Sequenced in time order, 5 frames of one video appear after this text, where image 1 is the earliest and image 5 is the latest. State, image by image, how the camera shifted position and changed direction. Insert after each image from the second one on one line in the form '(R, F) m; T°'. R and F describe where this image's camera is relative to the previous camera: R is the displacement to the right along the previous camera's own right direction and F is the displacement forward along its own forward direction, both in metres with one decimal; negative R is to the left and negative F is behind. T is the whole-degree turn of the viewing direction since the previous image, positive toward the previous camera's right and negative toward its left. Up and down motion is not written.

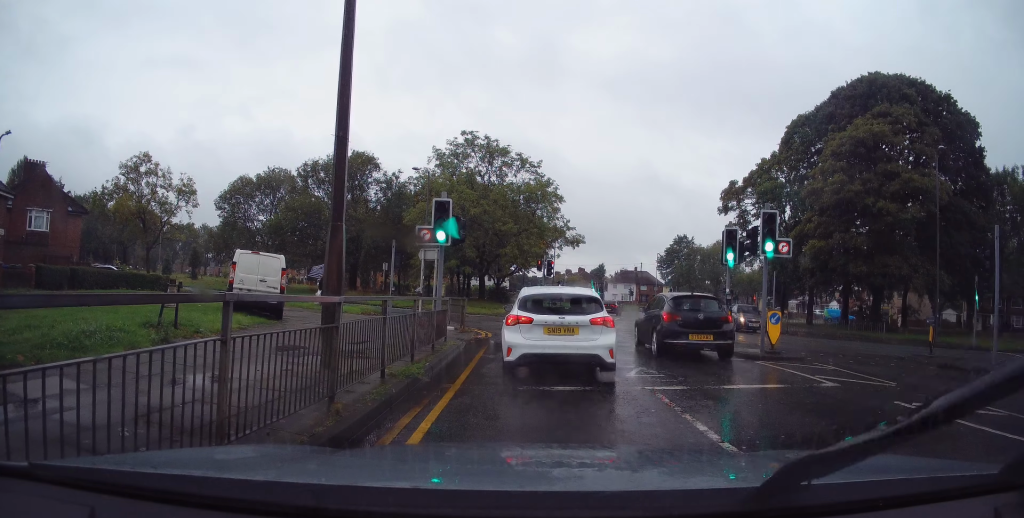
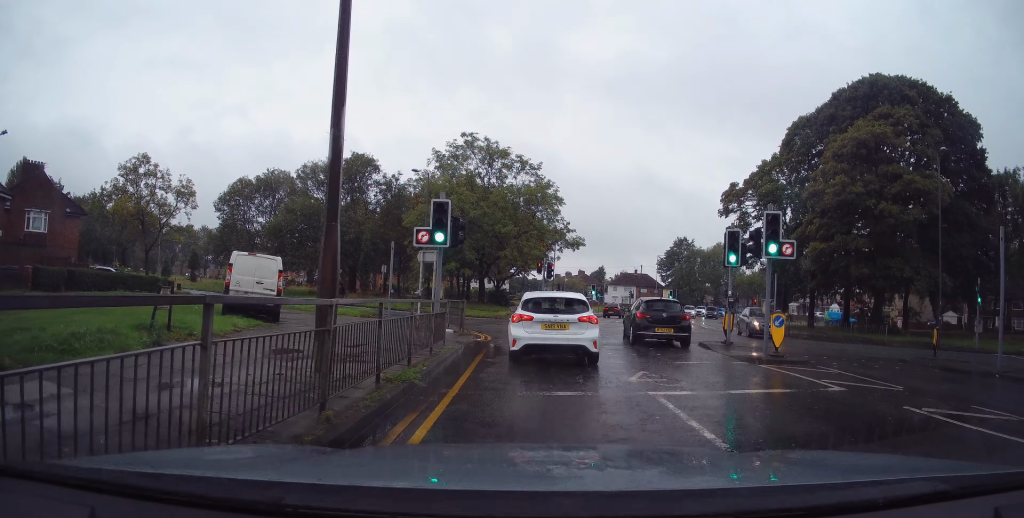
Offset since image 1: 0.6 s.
(0.0, +0.2) m; +3°
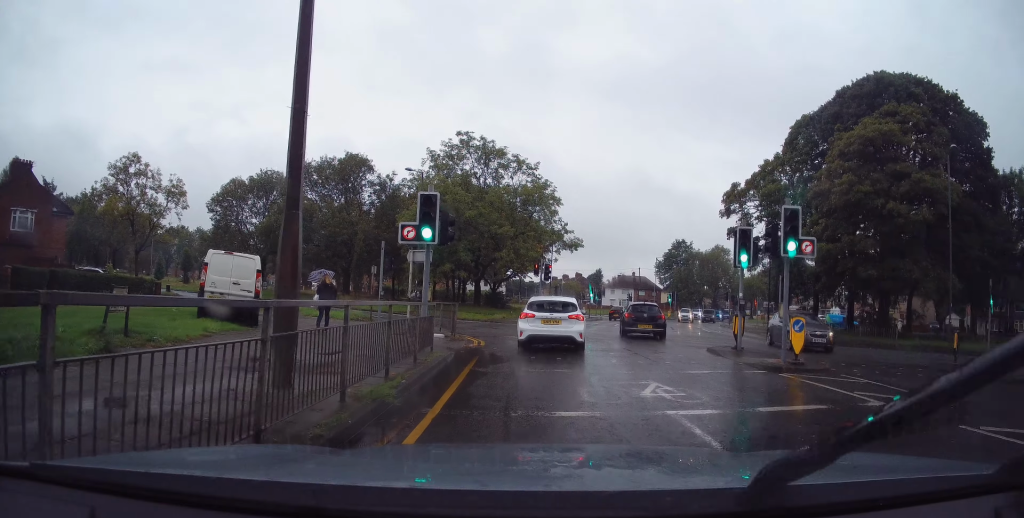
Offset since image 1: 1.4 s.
(+0.1, +0.9) m; +4°
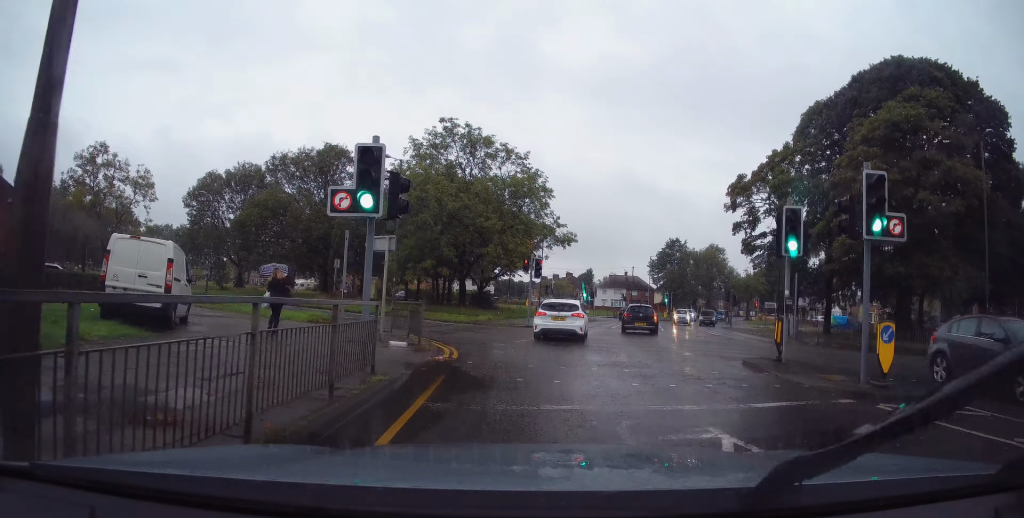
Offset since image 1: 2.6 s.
(-0.1, +3.1) m; -2°
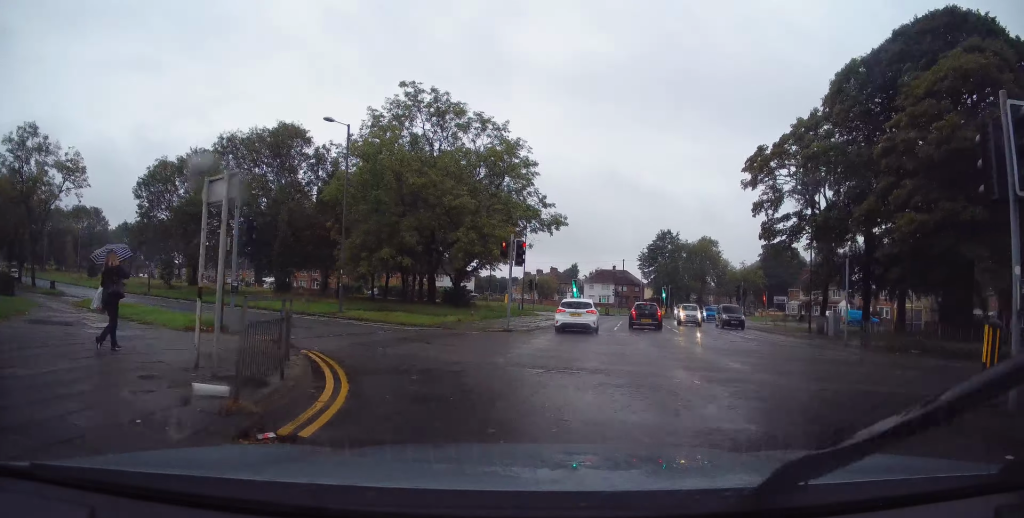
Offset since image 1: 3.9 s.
(+0.3, +6.2) m; +4°
